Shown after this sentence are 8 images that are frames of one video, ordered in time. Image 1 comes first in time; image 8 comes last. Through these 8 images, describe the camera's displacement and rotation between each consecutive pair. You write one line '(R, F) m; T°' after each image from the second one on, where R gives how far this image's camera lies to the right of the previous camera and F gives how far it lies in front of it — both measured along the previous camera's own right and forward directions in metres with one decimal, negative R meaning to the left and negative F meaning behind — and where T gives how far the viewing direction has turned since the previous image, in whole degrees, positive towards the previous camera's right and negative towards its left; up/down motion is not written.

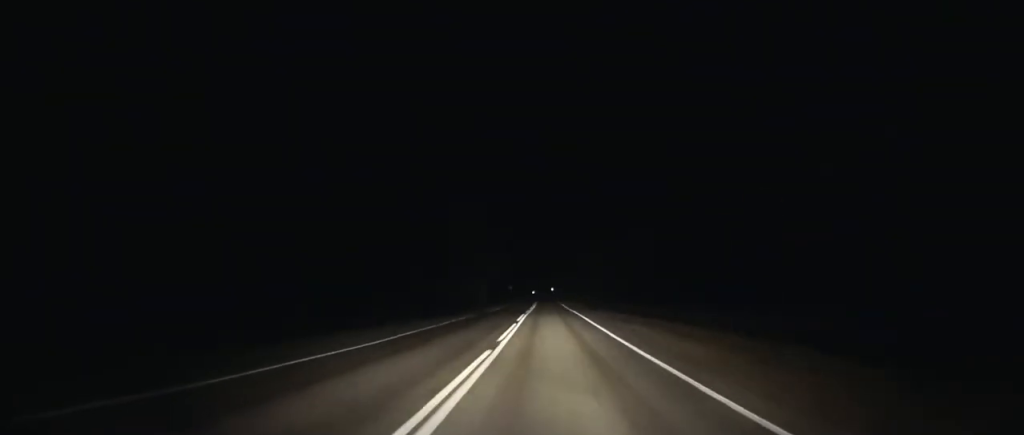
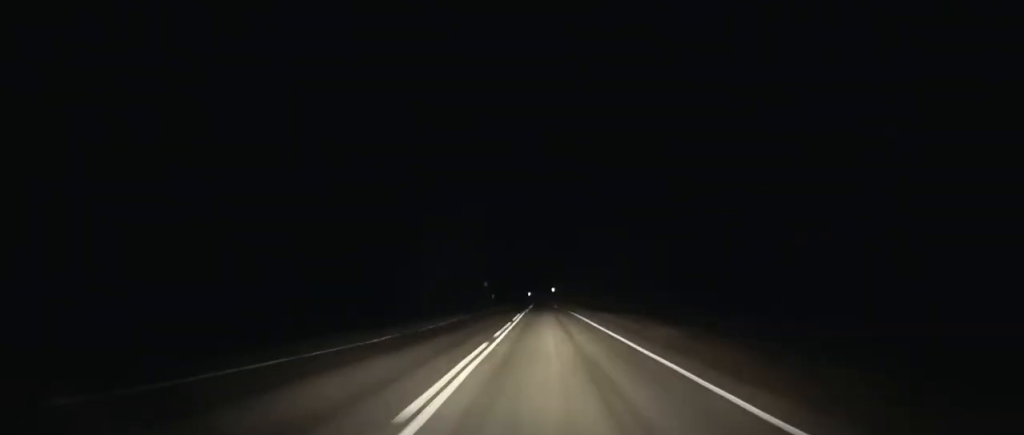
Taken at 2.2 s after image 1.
(+0.1, +55.7) m; 0°
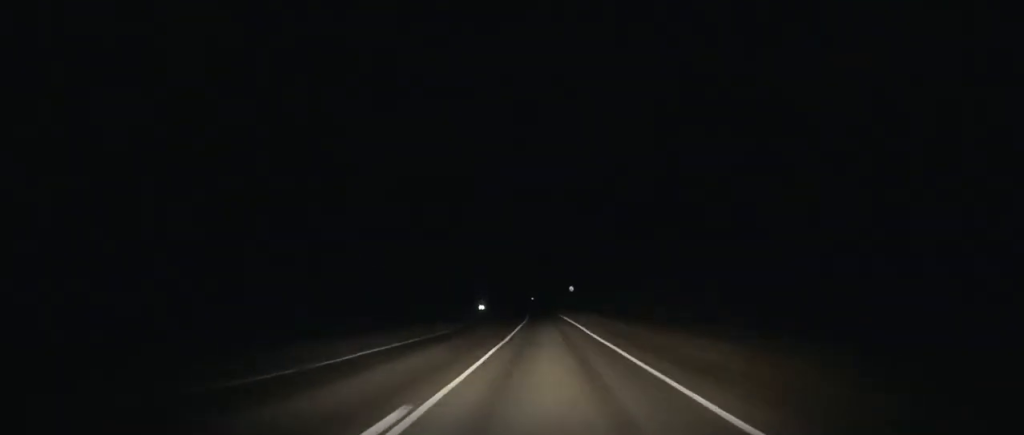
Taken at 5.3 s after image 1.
(+0.2, +76.8) m; -1°
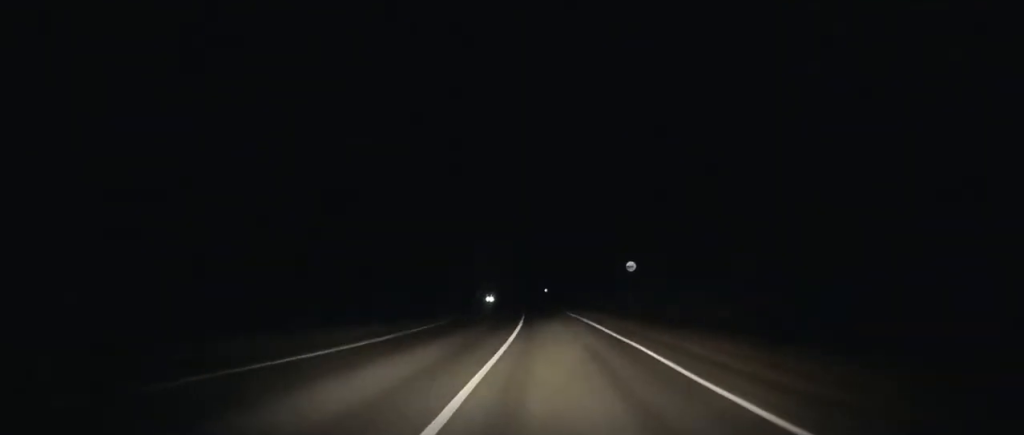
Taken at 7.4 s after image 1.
(-0.2, +52.3) m; -1°
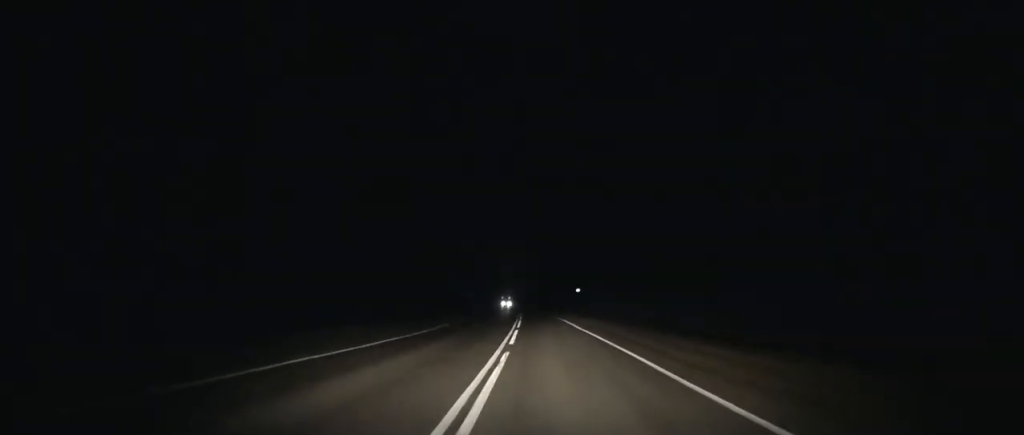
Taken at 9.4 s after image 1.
(-0.4, +51.2) m; -2°
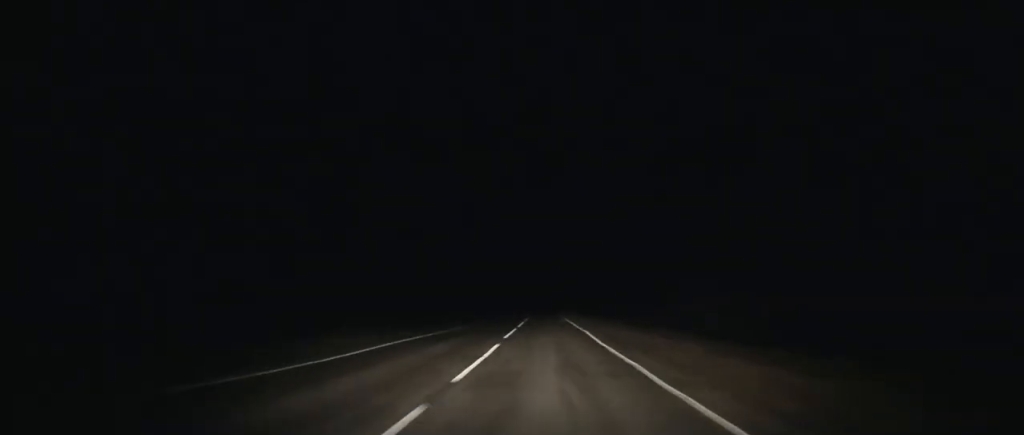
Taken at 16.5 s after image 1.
(-11.1, +180.0) m; -5°
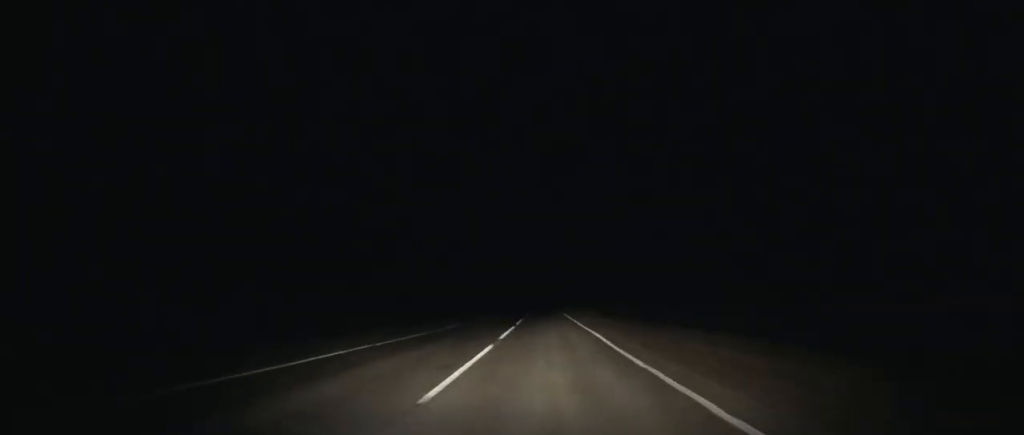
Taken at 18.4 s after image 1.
(-0.3, +48.1) m; 0°
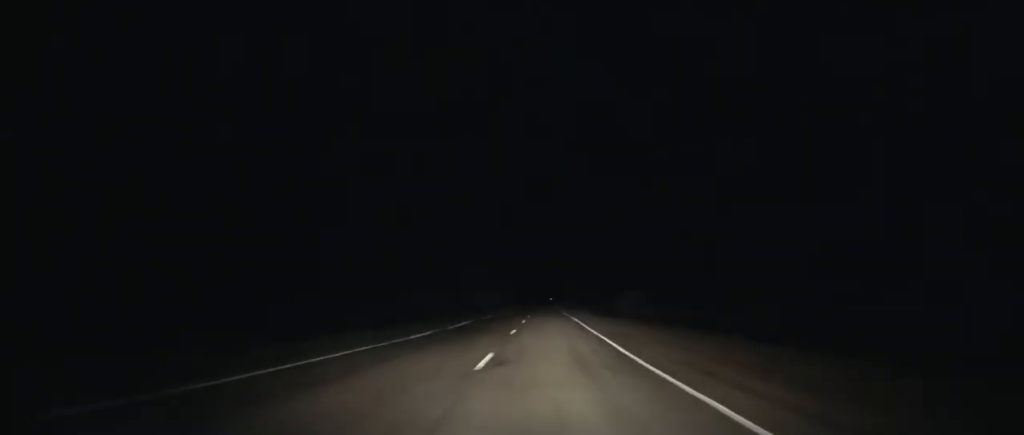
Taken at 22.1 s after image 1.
(+0.4, +96.5) m; 0°
